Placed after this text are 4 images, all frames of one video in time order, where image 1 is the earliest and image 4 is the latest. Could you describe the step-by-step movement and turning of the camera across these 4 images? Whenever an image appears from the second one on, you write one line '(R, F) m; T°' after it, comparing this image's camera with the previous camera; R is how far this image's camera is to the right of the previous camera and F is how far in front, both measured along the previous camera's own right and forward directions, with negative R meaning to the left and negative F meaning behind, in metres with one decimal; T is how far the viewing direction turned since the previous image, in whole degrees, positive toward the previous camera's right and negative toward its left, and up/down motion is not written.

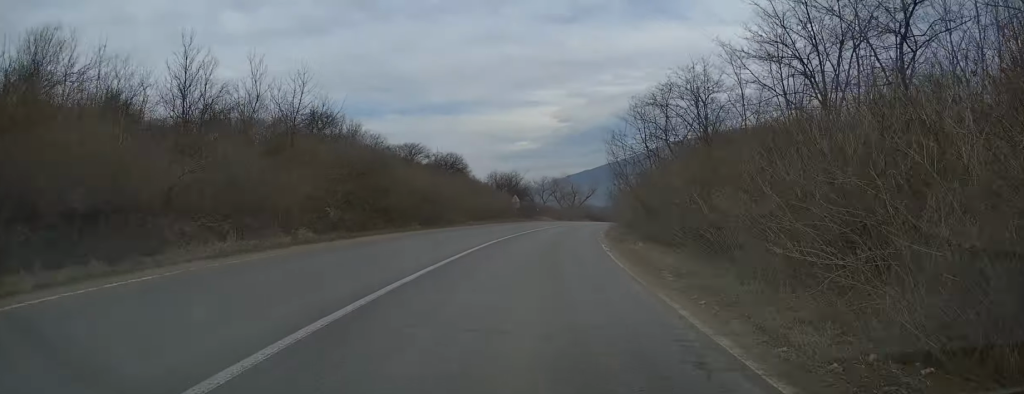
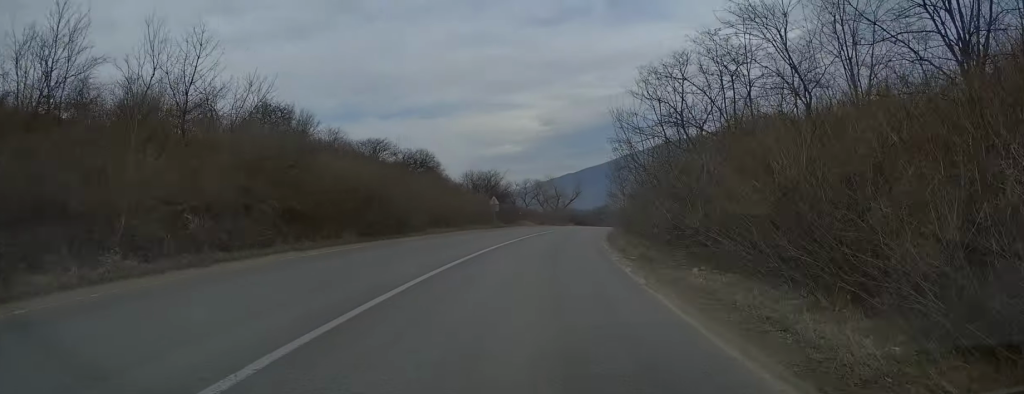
(0.0, +8.6) m; +2°
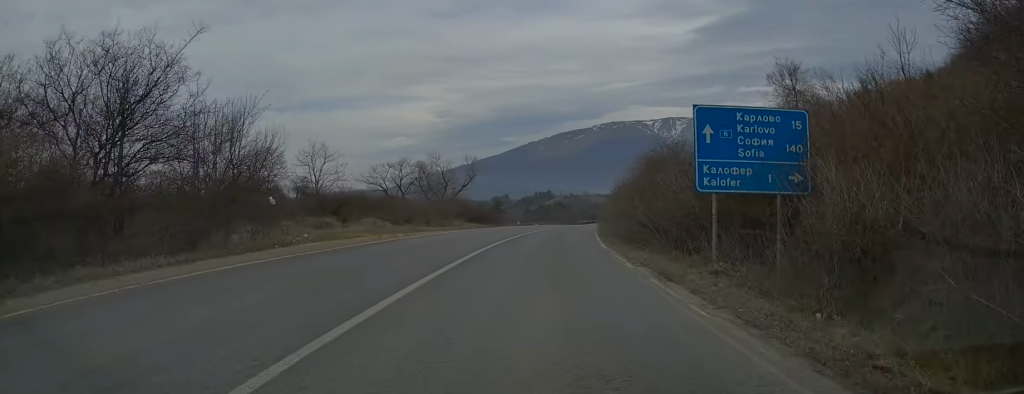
(+4.7, +48.7) m; +9°
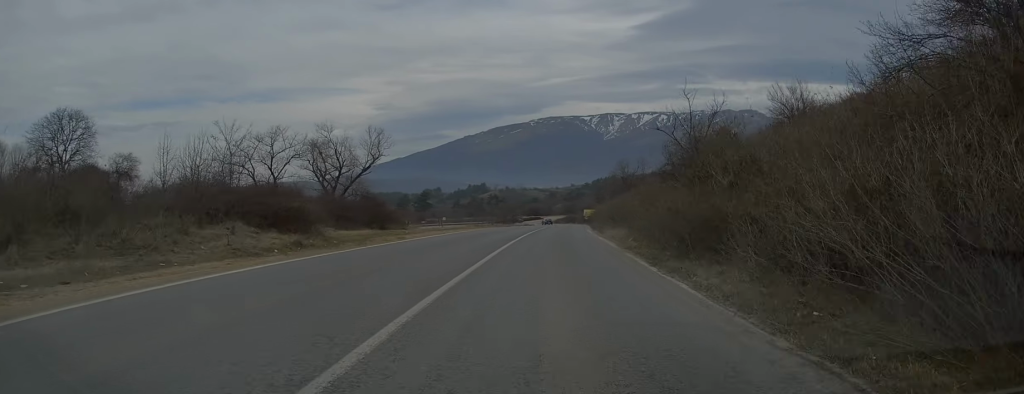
(+2.5, +41.1) m; +7°
